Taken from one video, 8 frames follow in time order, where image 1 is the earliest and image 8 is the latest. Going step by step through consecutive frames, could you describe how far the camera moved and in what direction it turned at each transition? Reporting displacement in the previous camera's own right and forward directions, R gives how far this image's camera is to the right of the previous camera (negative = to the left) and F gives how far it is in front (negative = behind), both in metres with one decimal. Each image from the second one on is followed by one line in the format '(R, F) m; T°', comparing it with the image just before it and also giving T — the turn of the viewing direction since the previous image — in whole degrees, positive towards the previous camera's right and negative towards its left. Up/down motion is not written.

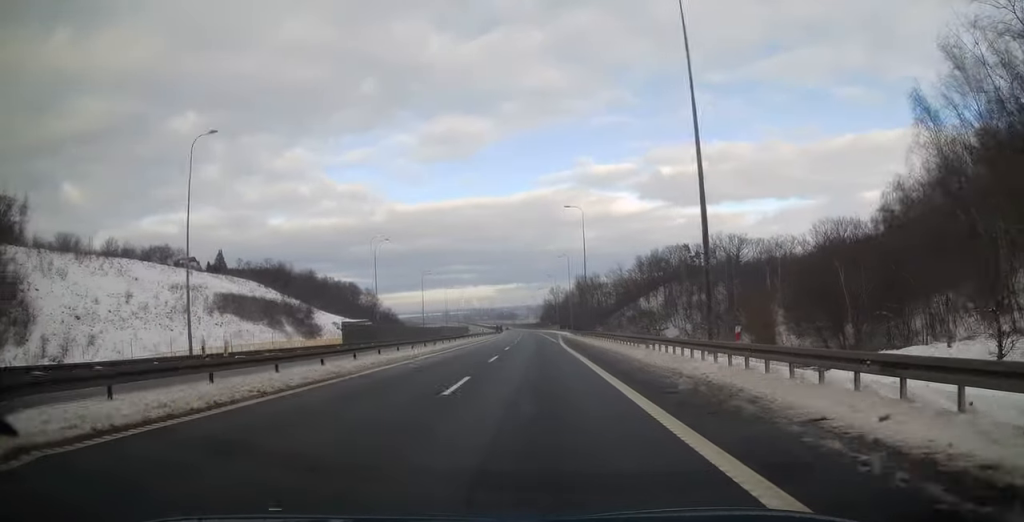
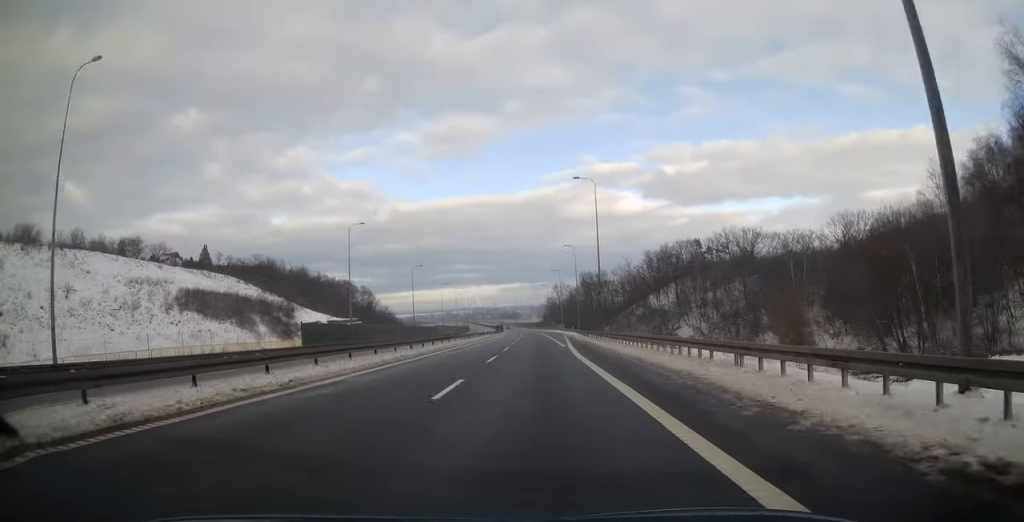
(0.0, +12.8) m; 0°
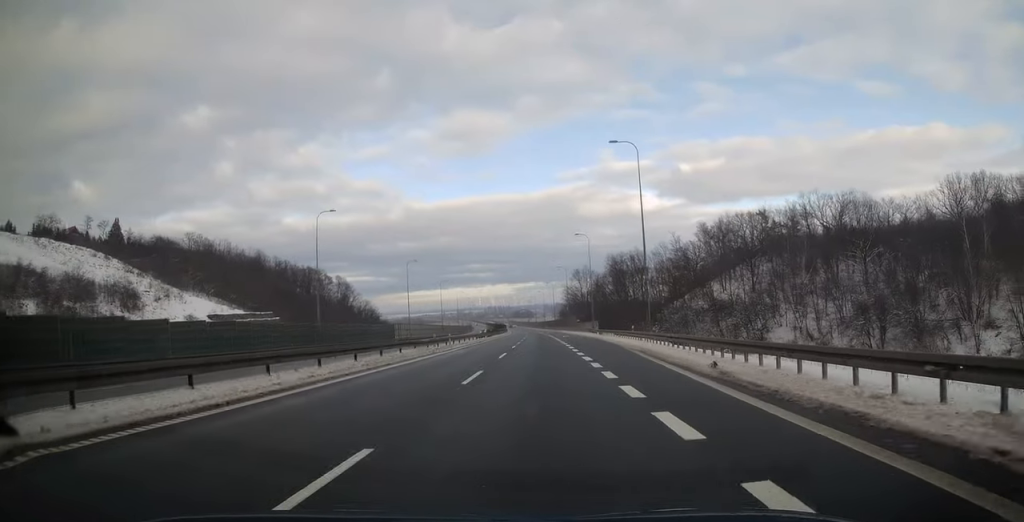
(-0.9, +56.7) m; -2°
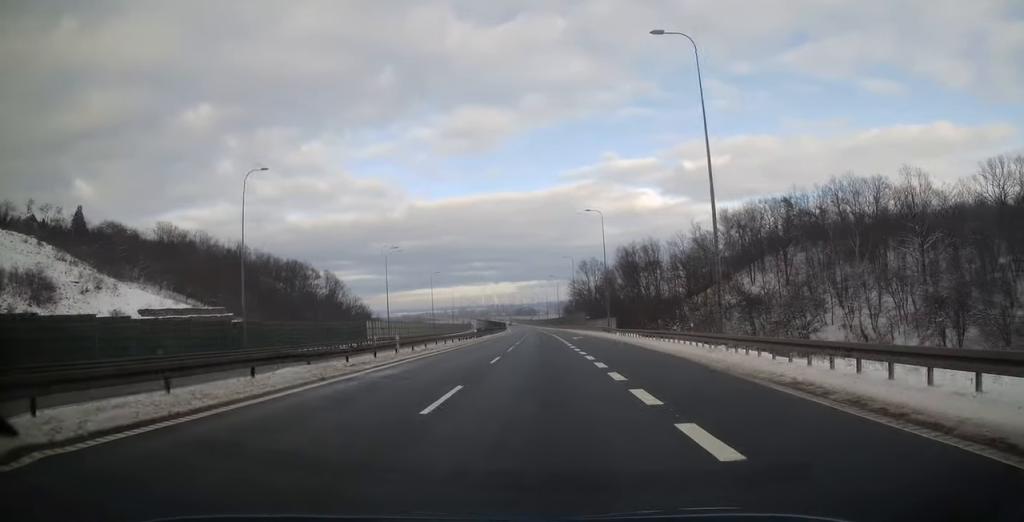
(0.0, +17.1) m; 0°
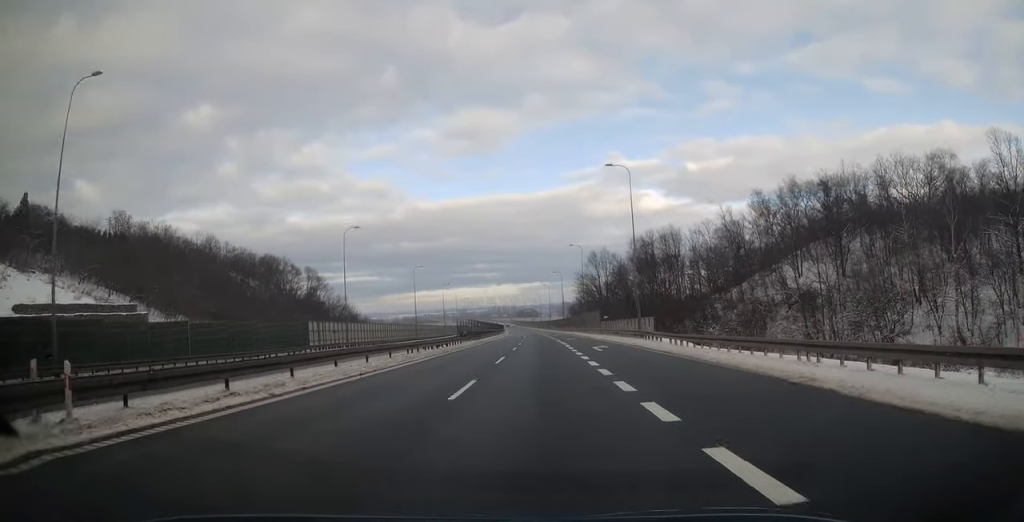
(0.0, +21.4) m; 0°
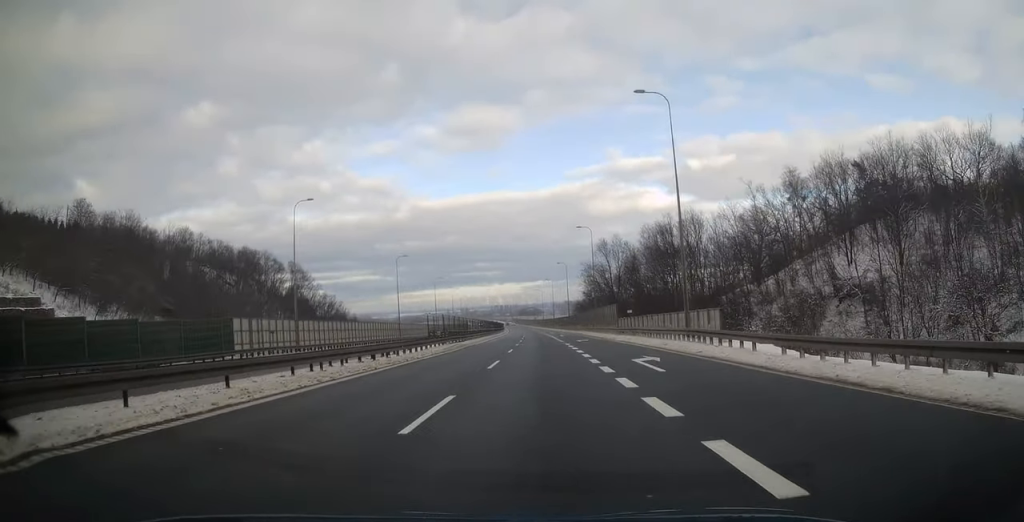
(0.0, +16.0) m; 0°
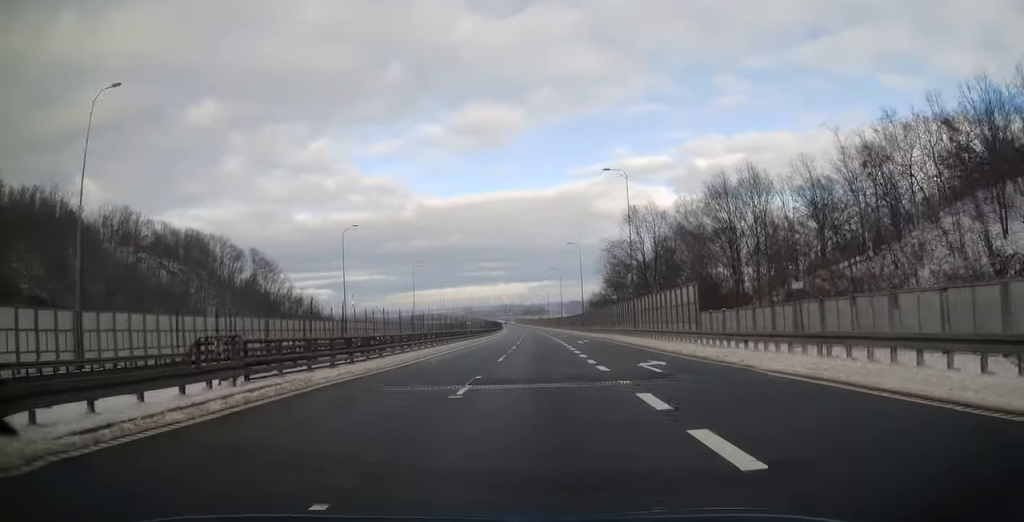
(-0.4, +31.0) m; -1°
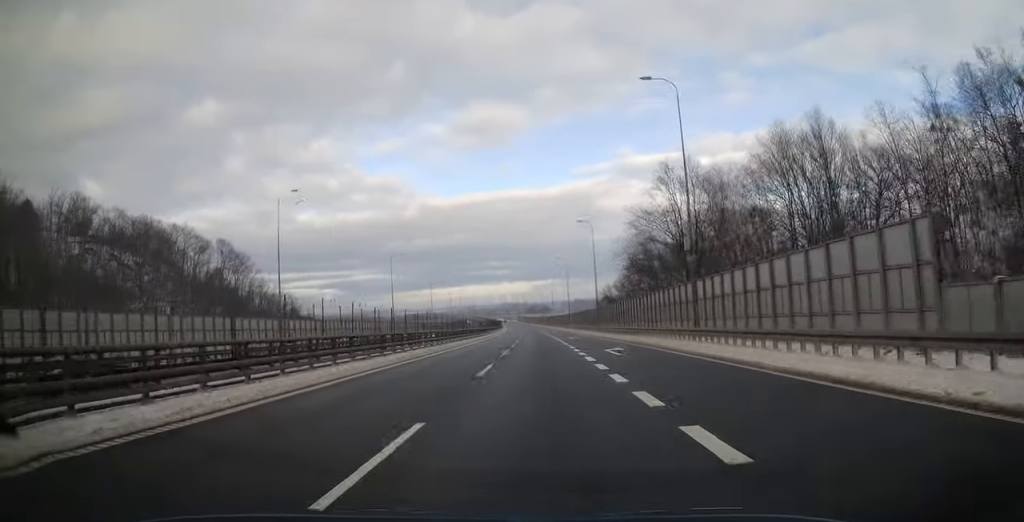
(-0.1, +19.8) m; 0°
